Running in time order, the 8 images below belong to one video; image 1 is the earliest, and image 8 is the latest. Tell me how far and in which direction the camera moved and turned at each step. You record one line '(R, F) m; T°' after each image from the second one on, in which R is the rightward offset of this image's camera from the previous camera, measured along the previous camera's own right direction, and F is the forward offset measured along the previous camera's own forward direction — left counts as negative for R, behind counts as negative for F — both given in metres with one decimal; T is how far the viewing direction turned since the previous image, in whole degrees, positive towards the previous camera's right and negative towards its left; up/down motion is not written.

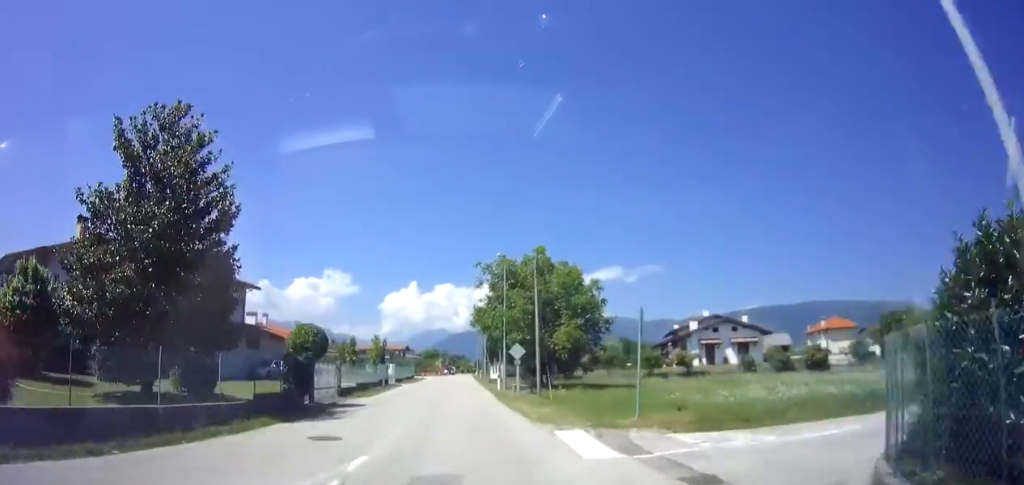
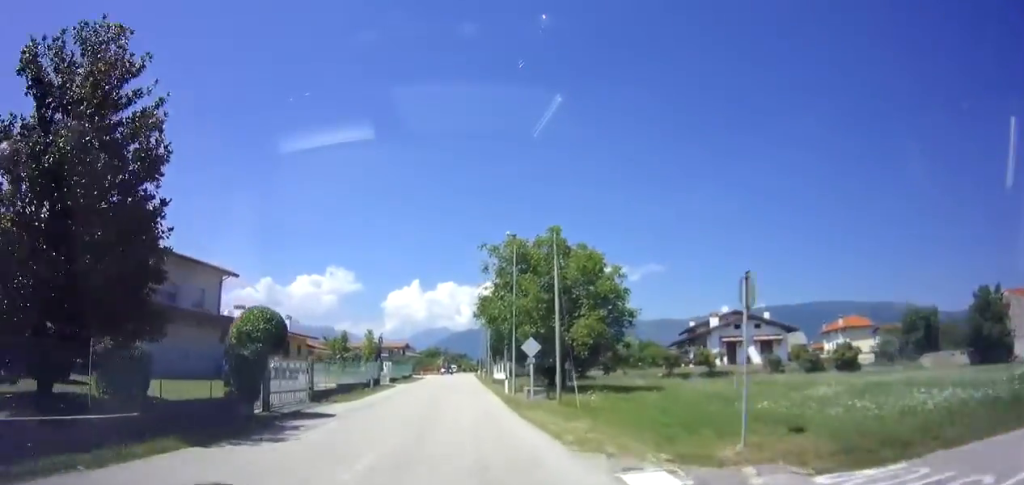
(+0.1, +4.8) m; 0°
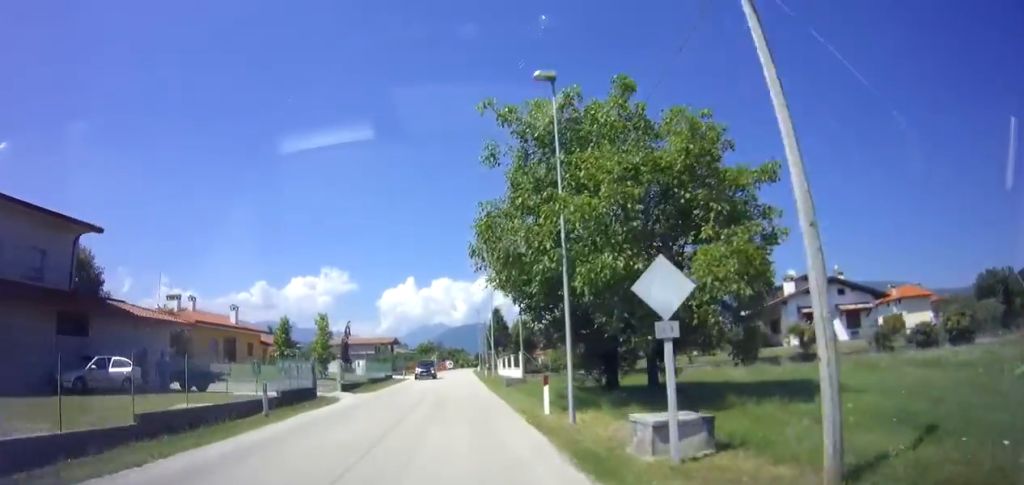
(-0.1, +15.6) m; -2°
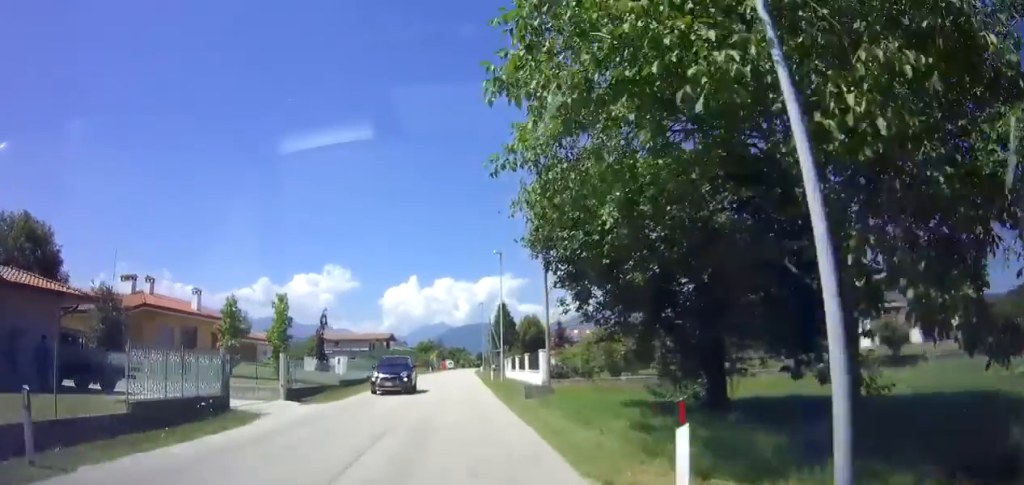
(-0.1, +8.7) m; 0°
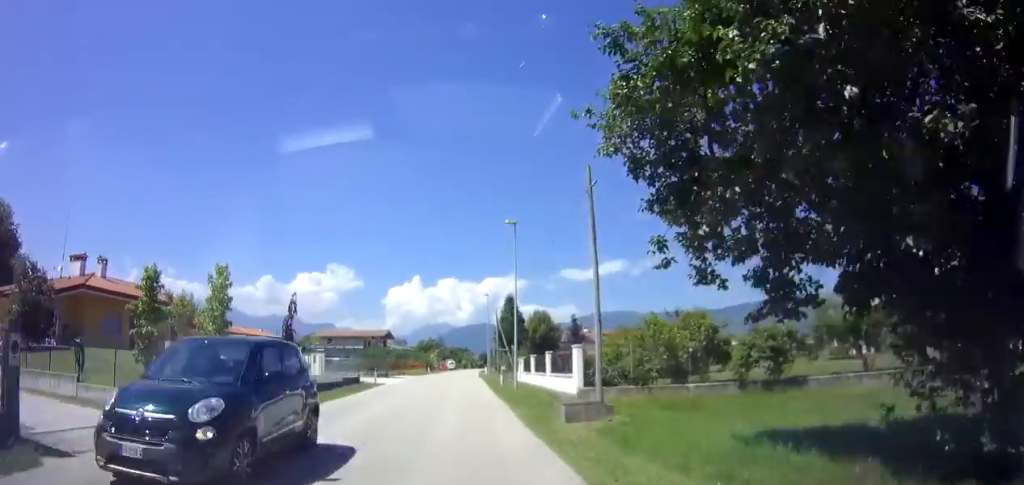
(0.0, +7.6) m; 0°
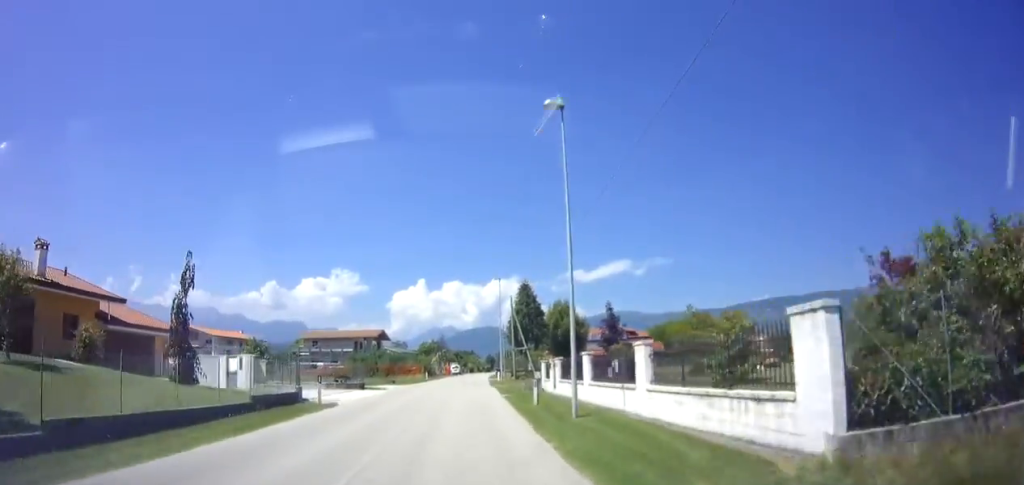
(0.0, +13.0) m; 0°
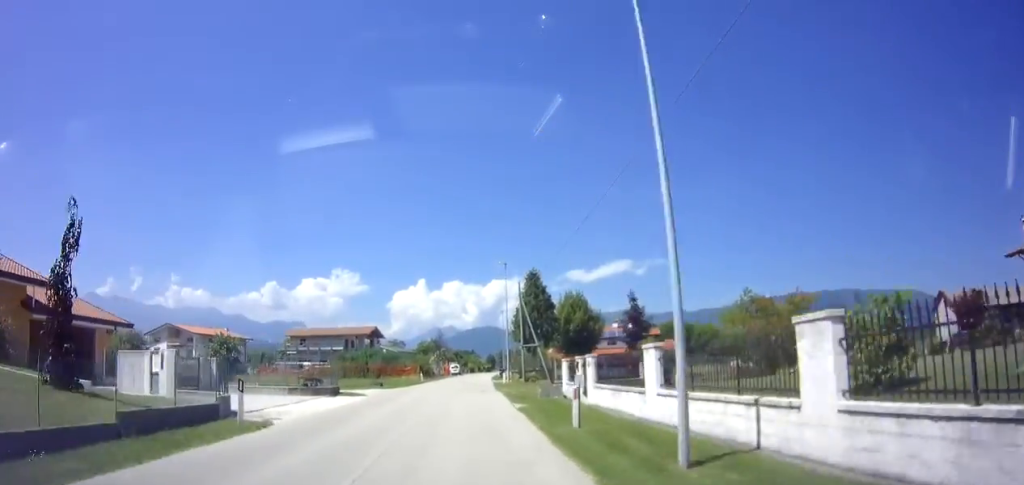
(0.0, +6.4) m; 0°
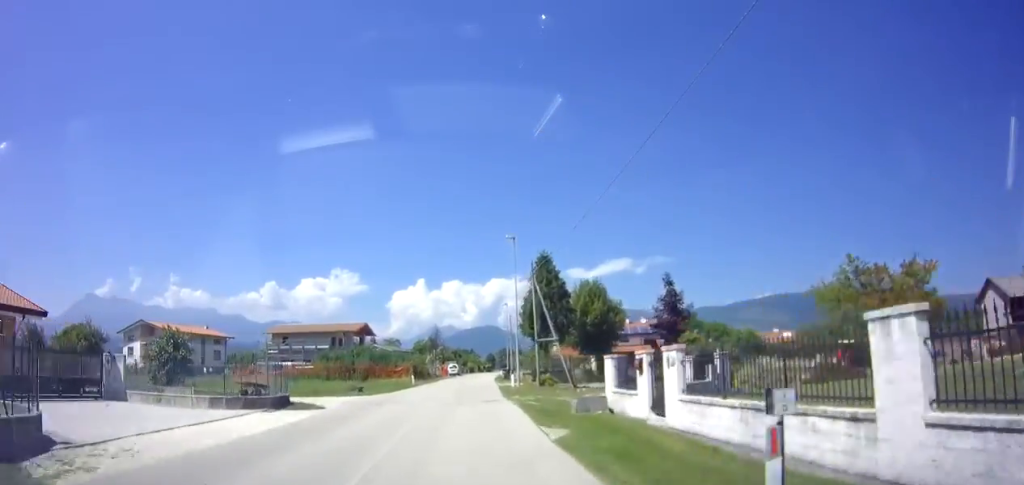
(+0.1, +7.5) m; +1°
